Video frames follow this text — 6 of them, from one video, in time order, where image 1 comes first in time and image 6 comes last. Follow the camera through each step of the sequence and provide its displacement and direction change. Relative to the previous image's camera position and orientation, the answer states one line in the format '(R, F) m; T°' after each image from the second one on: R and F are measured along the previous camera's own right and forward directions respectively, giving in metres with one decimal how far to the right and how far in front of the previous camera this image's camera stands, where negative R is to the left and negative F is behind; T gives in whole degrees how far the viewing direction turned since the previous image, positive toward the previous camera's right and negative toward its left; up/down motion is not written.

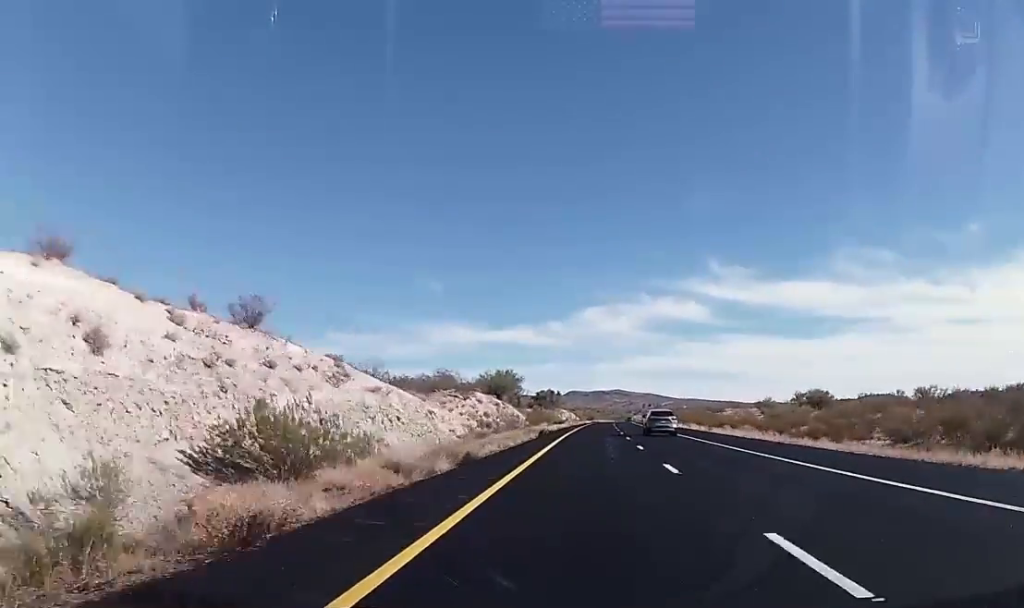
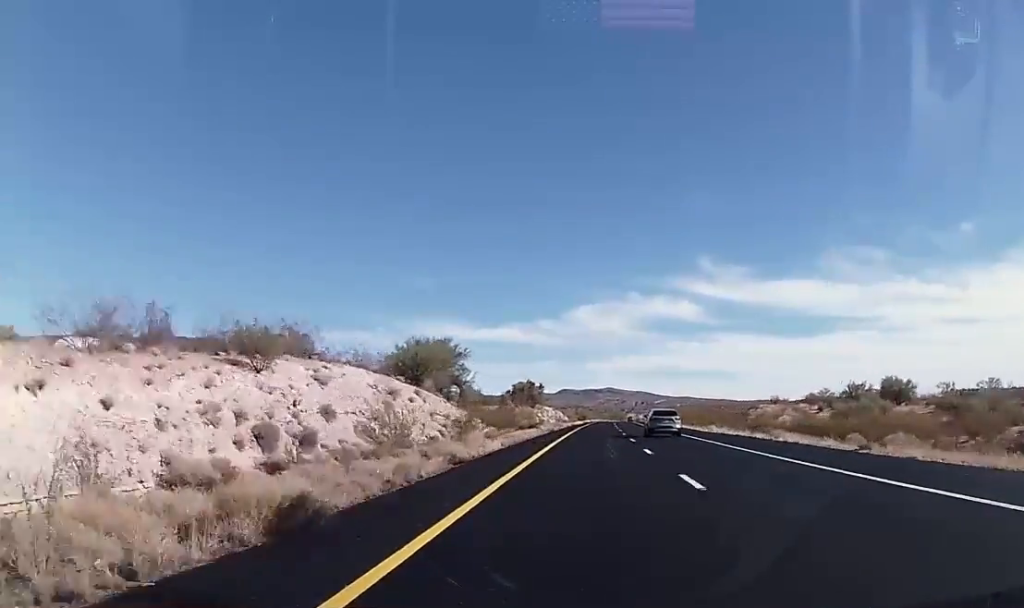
(-0.1, +40.0) m; 0°
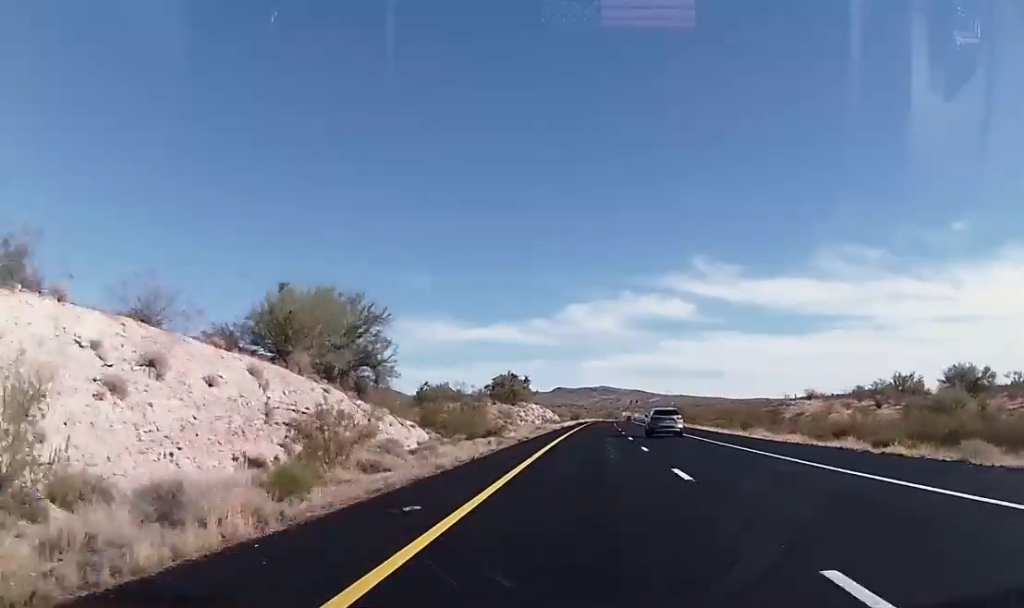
(0.0, +22.6) m; +1°
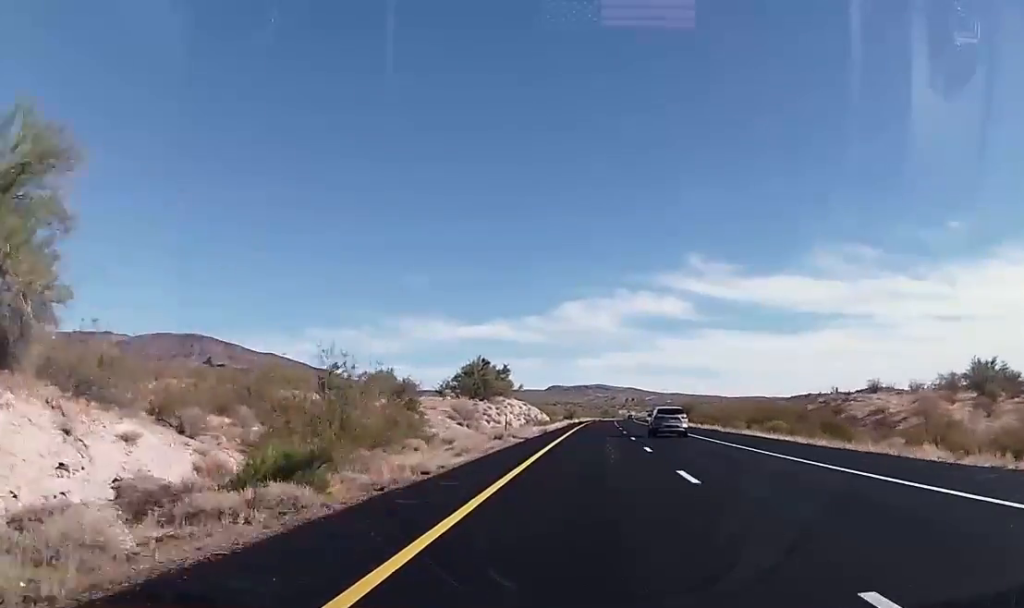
(+0.3, +25.1) m; 0°
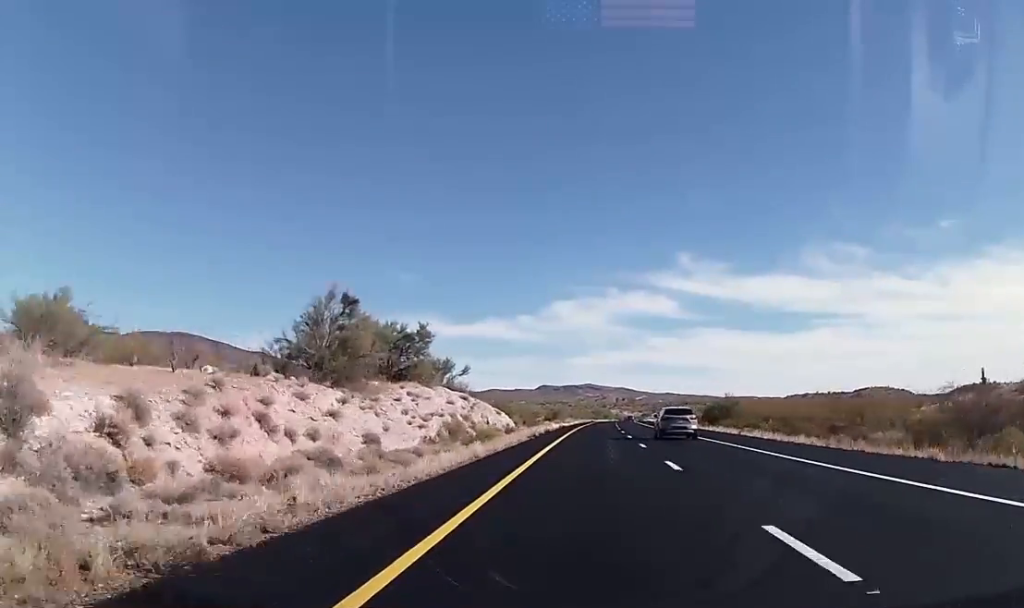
(+0.2, +45.0) m; 0°
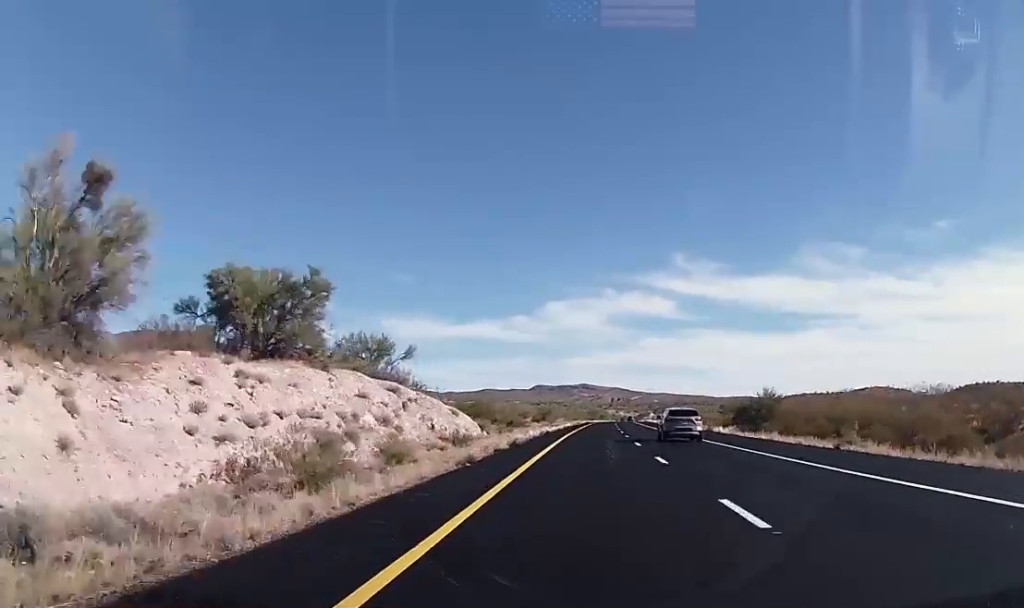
(0.0, +21.2) m; 0°
